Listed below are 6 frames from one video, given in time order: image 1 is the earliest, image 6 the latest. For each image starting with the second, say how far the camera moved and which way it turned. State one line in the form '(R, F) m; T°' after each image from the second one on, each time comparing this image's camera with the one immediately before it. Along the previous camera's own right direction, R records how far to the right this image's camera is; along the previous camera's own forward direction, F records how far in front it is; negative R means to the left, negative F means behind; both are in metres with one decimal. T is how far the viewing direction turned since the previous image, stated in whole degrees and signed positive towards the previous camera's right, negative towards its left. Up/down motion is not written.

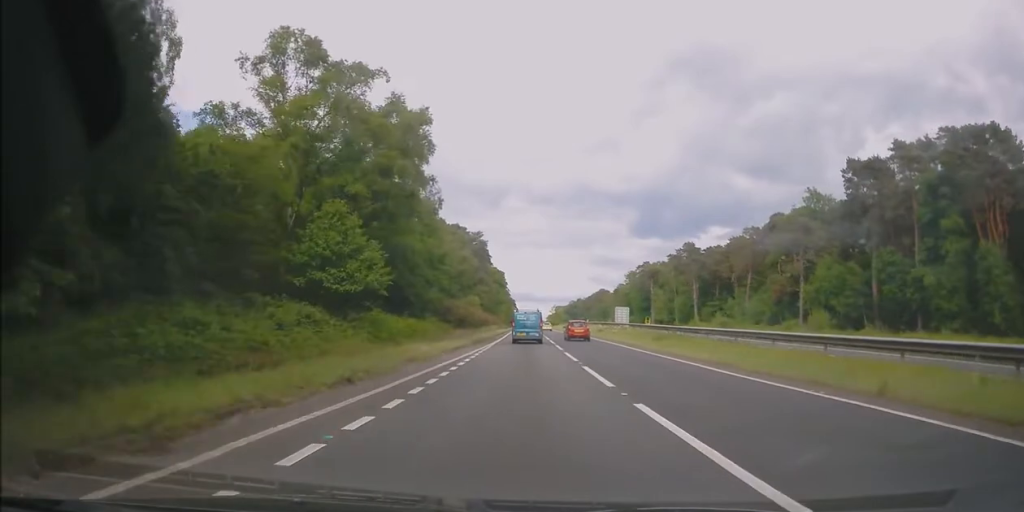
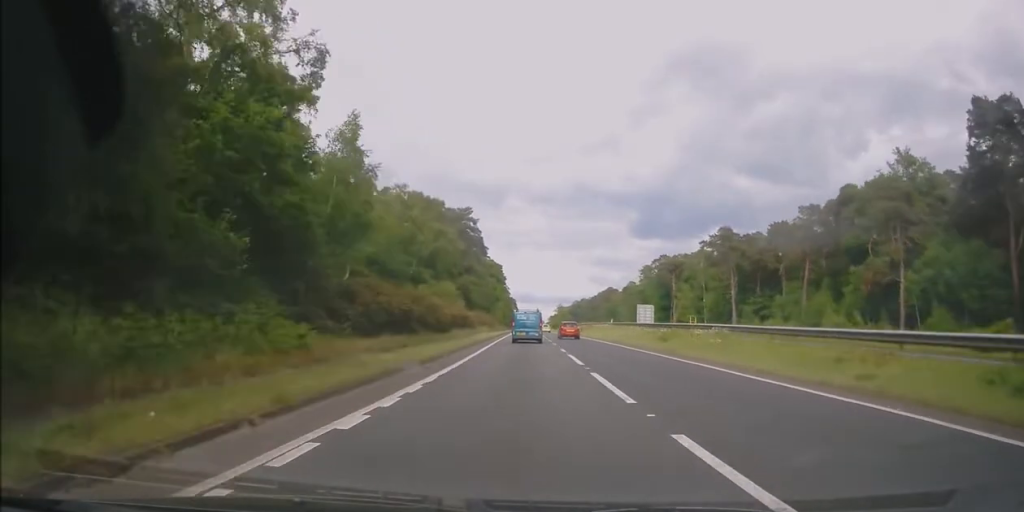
(0.0, +28.8) m; 0°
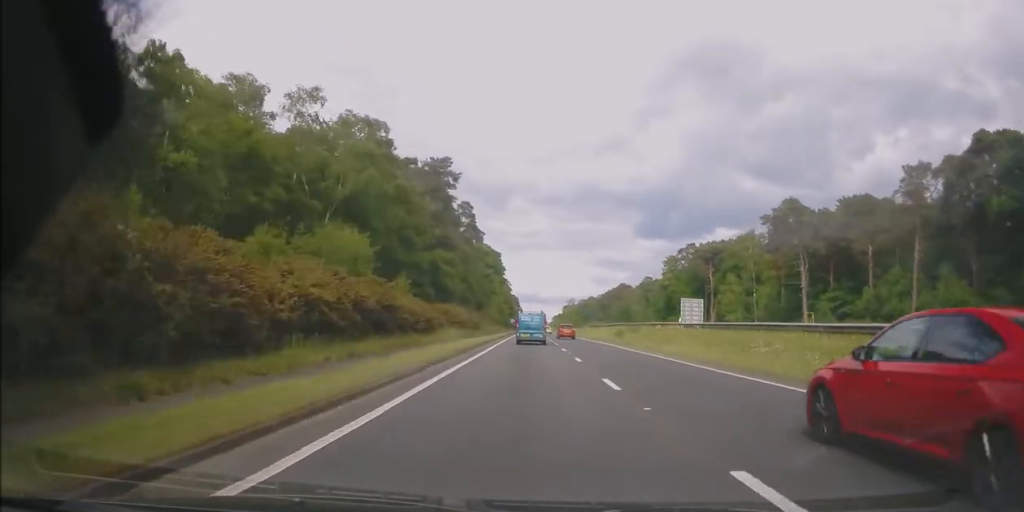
(+0.2, +32.9) m; -1°
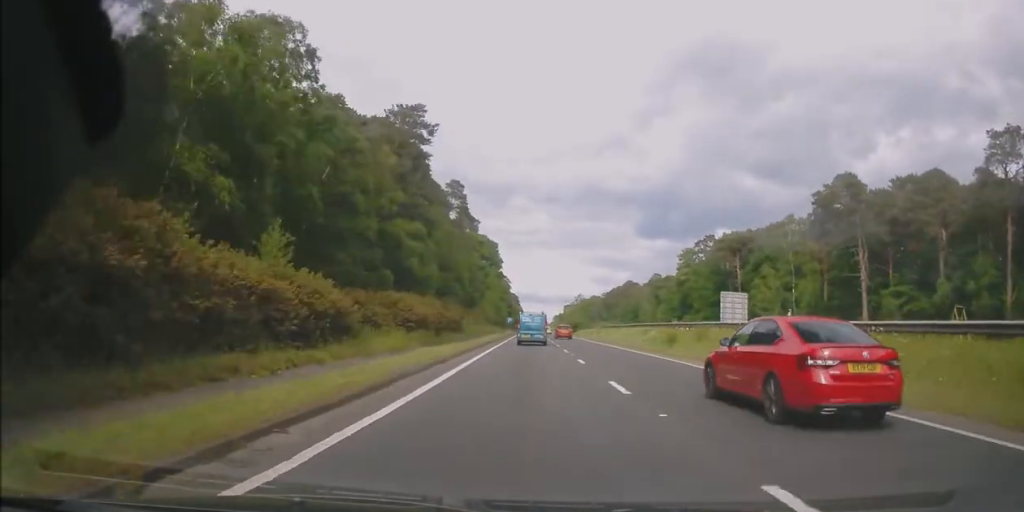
(-0.2, +18.6) m; 0°
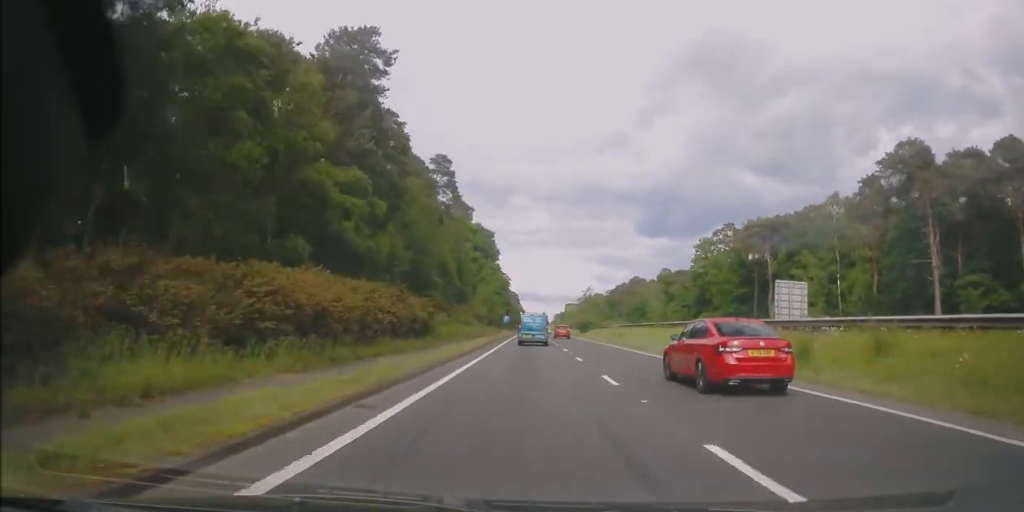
(-0.2, +16.3) m; 0°
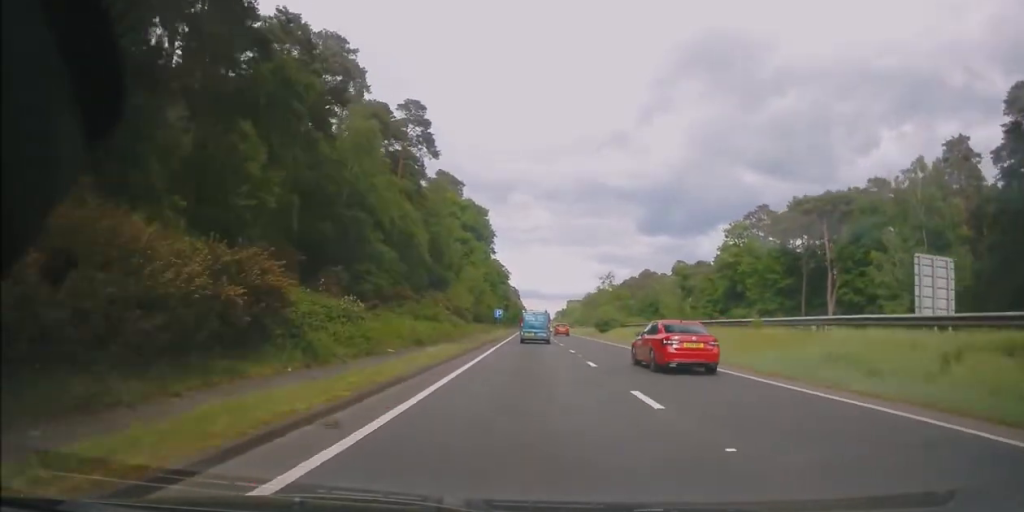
(+0.3, +22.1) m; +1°
